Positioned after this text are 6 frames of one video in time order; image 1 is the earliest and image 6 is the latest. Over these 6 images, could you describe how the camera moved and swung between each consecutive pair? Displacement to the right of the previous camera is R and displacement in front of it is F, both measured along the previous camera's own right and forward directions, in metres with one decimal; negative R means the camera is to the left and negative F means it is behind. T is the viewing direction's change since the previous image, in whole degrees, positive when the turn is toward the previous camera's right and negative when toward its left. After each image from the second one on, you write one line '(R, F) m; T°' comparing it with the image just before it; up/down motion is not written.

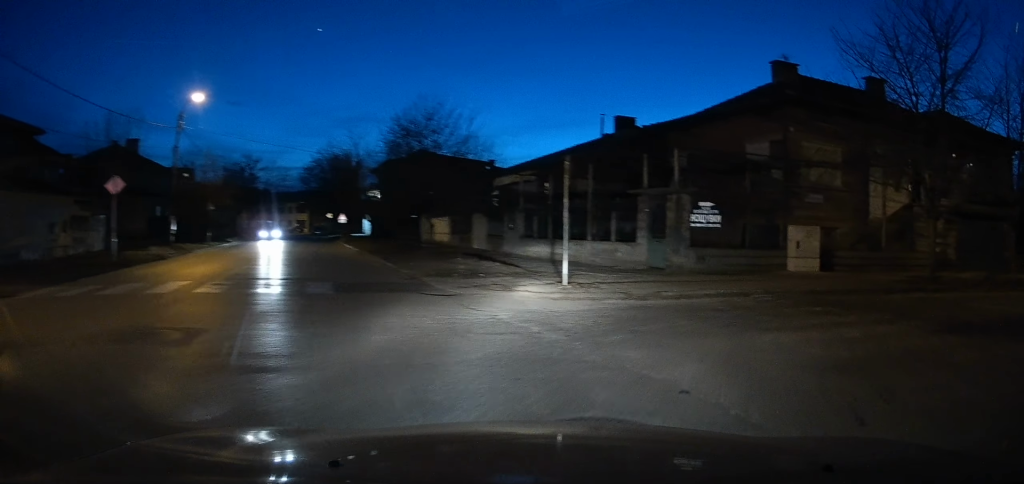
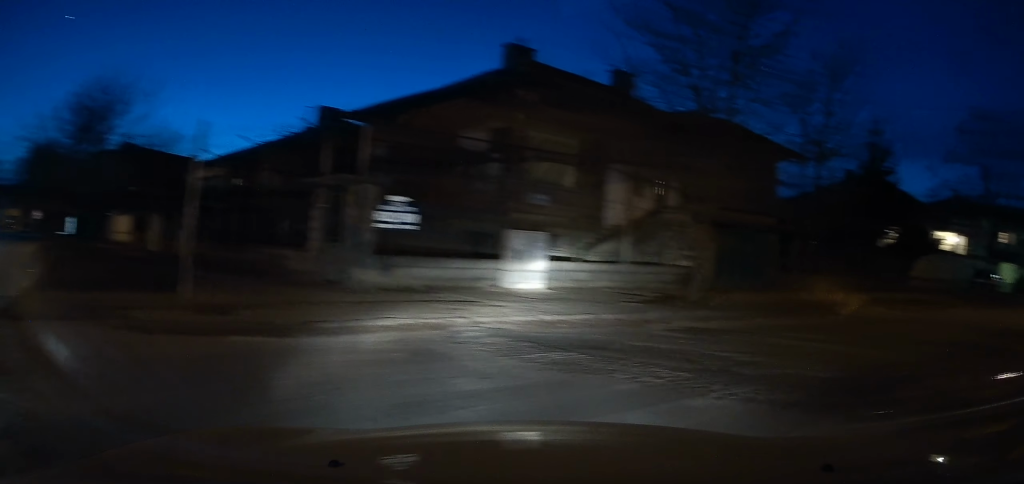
(+0.6, +4.7) m; +18°
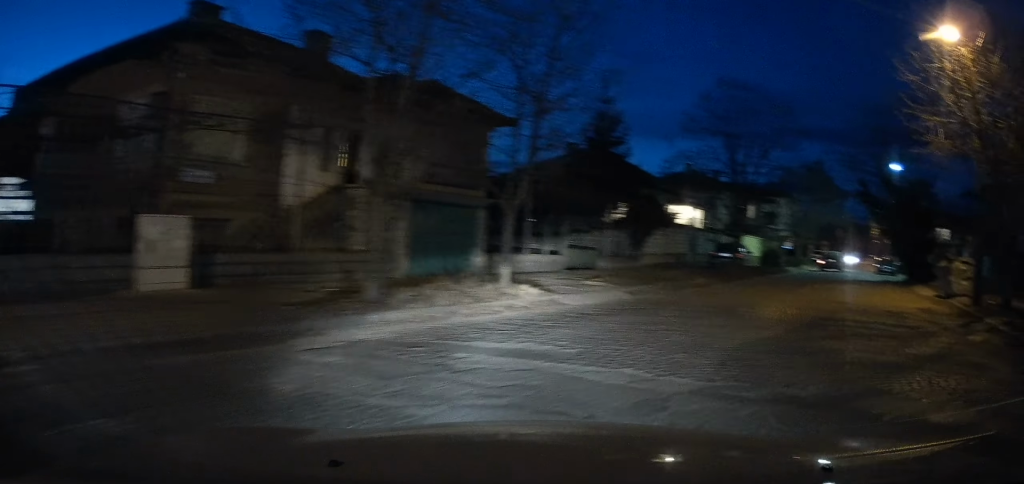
(+0.5, +3.3) m; +21°
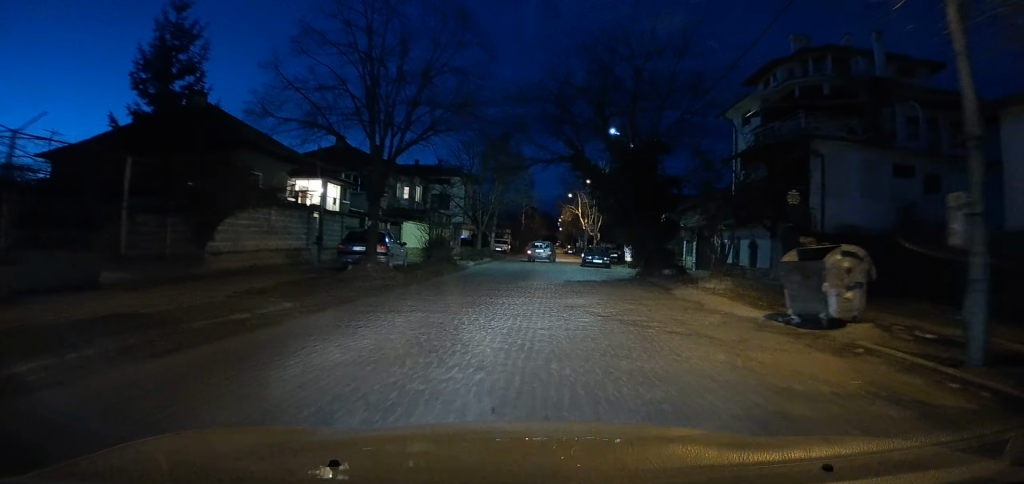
(+6.0, +7.7) m; +51°
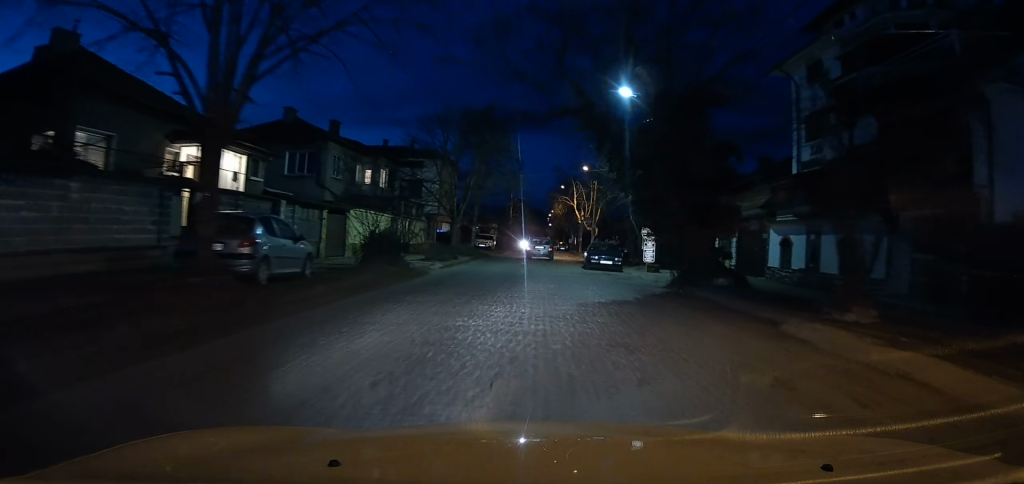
(0.0, +8.6) m; -2°
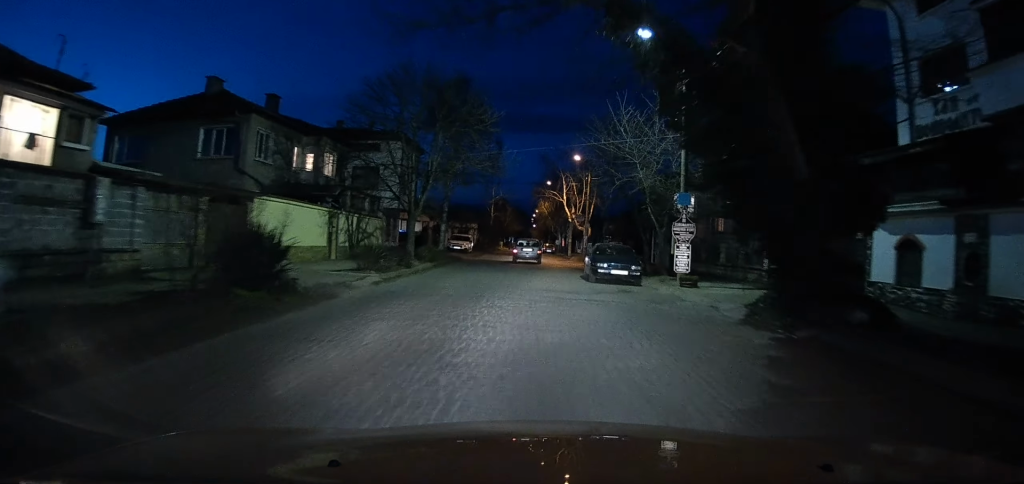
(-0.3, +8.6) m; -1°
